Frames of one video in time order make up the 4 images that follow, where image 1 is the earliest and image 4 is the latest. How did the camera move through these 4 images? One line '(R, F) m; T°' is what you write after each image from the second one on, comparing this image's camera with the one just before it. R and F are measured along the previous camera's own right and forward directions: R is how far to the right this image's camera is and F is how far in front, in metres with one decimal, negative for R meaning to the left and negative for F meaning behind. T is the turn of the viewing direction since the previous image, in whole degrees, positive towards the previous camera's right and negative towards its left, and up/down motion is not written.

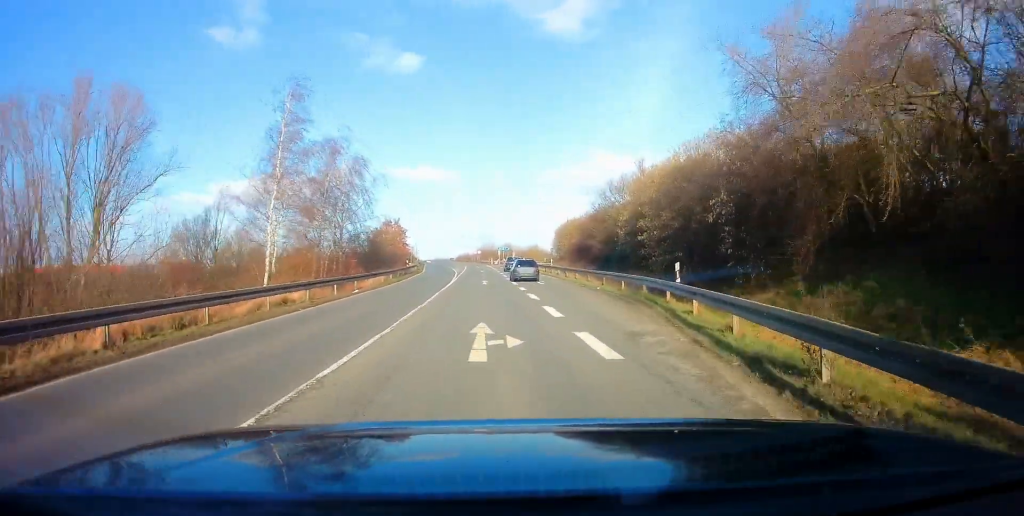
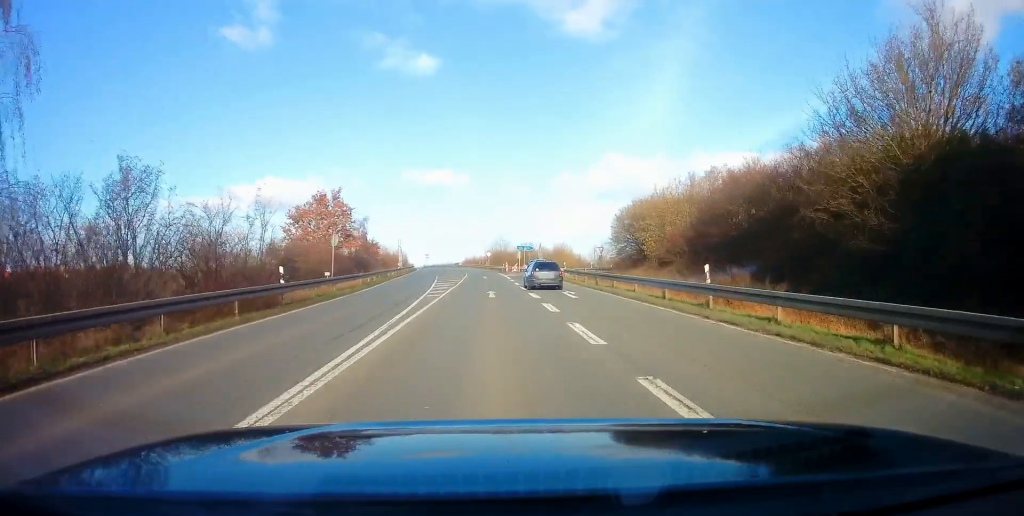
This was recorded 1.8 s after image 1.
(-0.2, +34.3) m; -1°
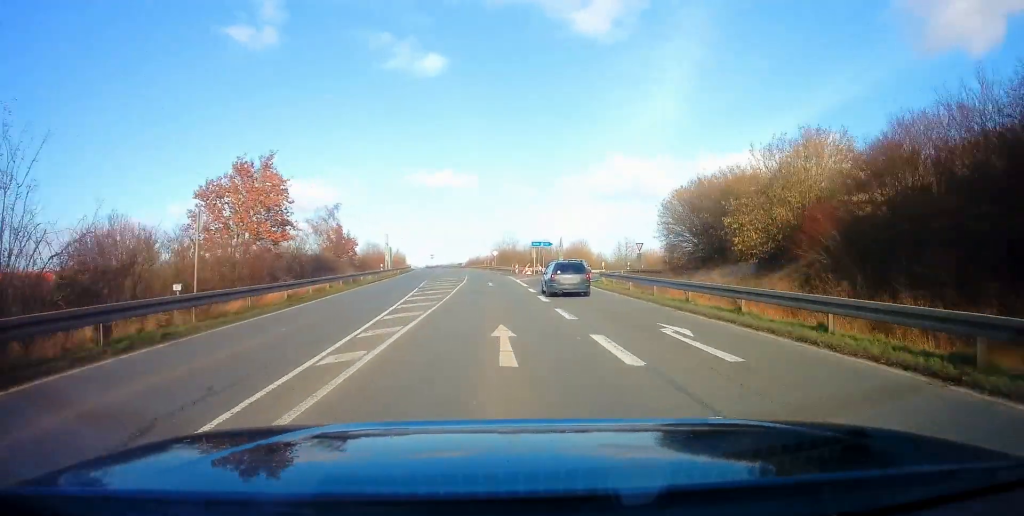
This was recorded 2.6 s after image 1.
(-0.1, +13.9) m; -1°
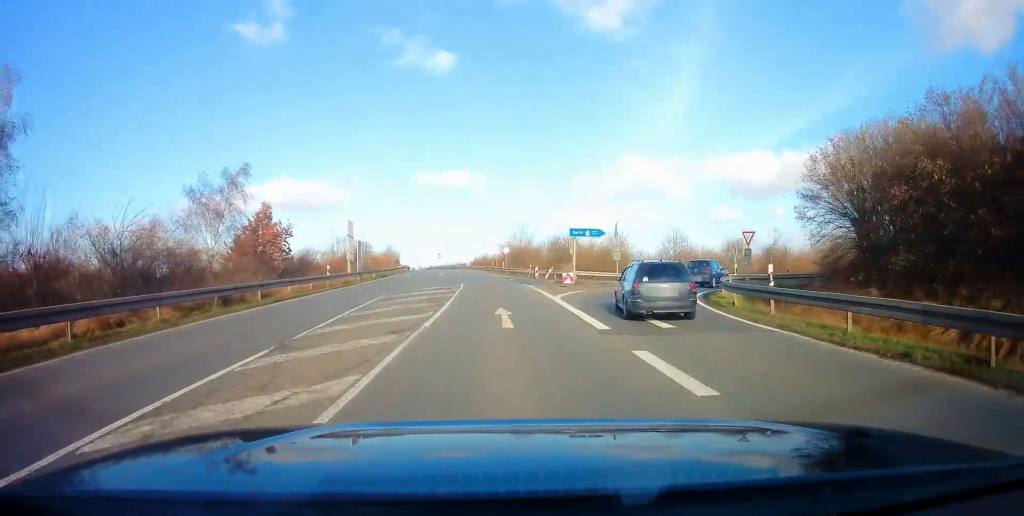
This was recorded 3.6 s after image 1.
(-0.3, +19.9) m; -1°
